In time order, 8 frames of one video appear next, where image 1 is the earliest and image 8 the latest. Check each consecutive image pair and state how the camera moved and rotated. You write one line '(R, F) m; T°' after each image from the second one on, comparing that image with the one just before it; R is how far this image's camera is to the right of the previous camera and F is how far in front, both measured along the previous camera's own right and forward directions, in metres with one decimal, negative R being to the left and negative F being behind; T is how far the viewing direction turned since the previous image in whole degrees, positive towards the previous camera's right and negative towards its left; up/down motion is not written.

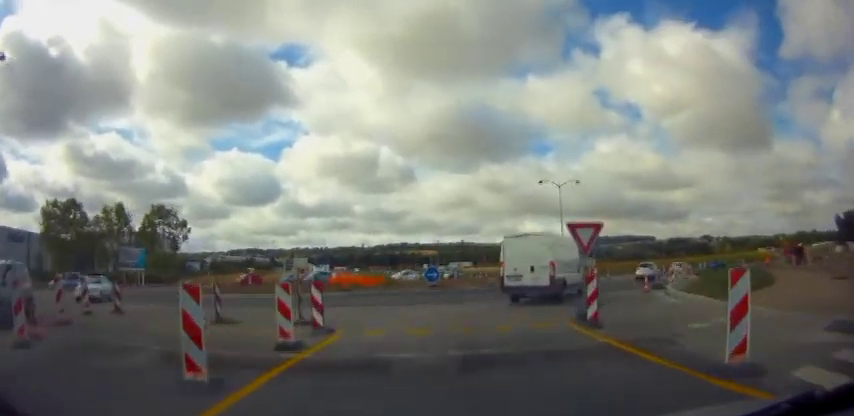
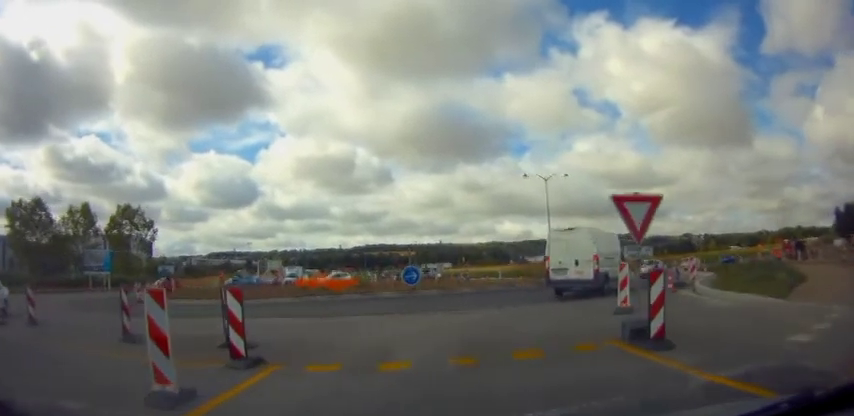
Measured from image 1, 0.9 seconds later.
(+0.1, +4.9) m; +3°
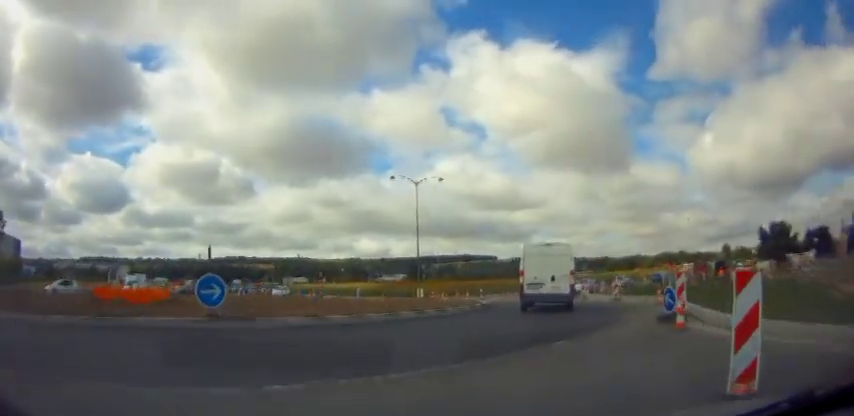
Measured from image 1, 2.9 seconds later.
(+1.4, +9.9) m; +19°
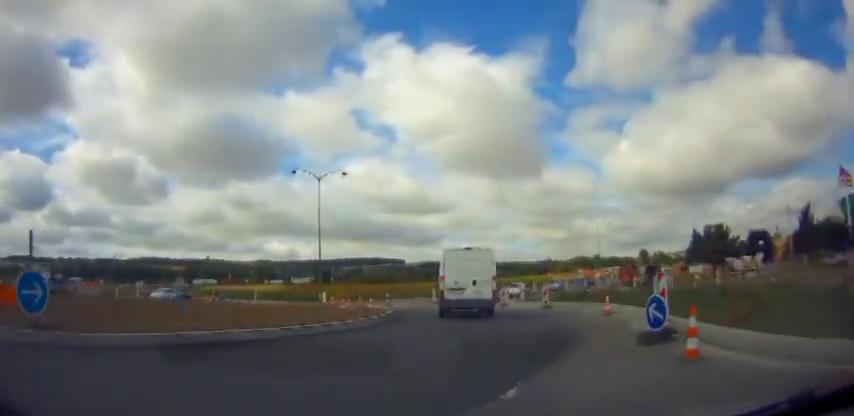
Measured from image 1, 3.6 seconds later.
(+0.3, +3.7) m; +8°
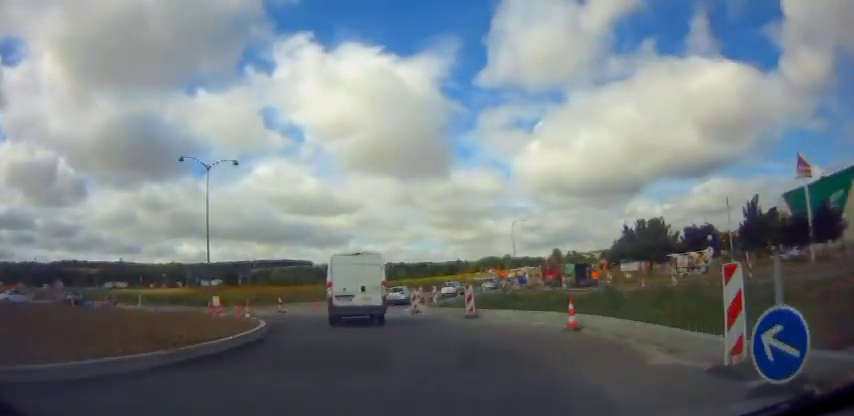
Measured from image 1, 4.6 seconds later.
(+0.5, +5.5) m; +8°
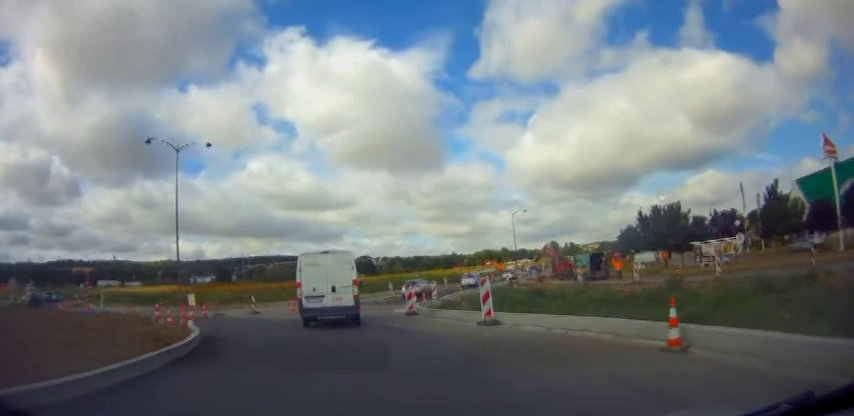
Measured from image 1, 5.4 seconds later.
(+0.3, +5.0) m; +2°
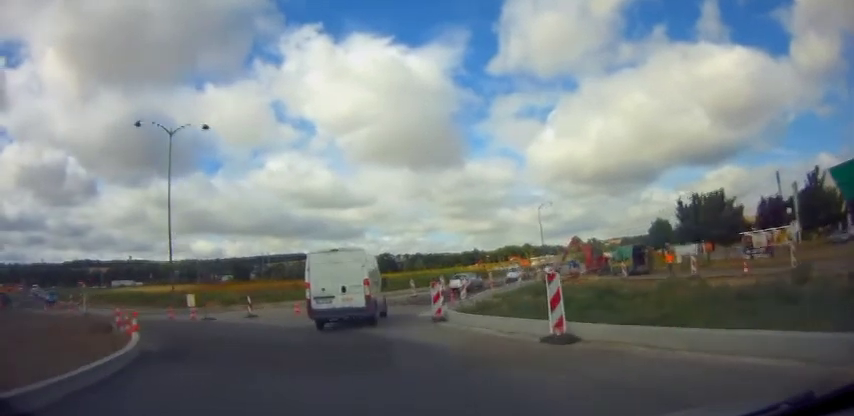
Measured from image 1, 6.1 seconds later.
(0.0, +4.3) m; -4°
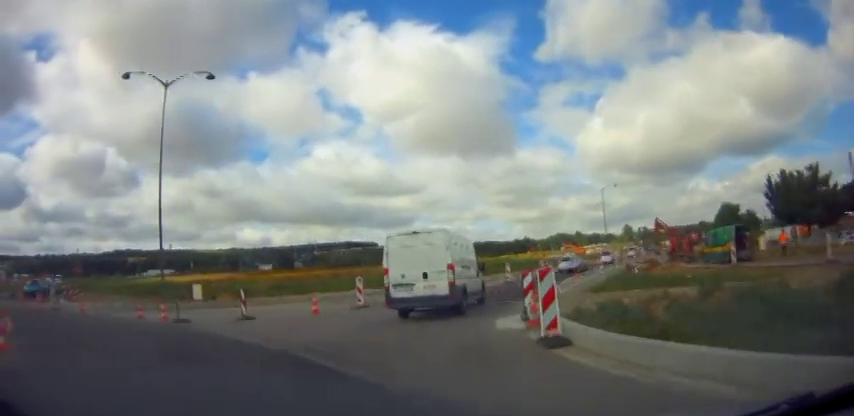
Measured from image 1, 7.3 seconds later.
(-0.5, +7.5) m; -3°
